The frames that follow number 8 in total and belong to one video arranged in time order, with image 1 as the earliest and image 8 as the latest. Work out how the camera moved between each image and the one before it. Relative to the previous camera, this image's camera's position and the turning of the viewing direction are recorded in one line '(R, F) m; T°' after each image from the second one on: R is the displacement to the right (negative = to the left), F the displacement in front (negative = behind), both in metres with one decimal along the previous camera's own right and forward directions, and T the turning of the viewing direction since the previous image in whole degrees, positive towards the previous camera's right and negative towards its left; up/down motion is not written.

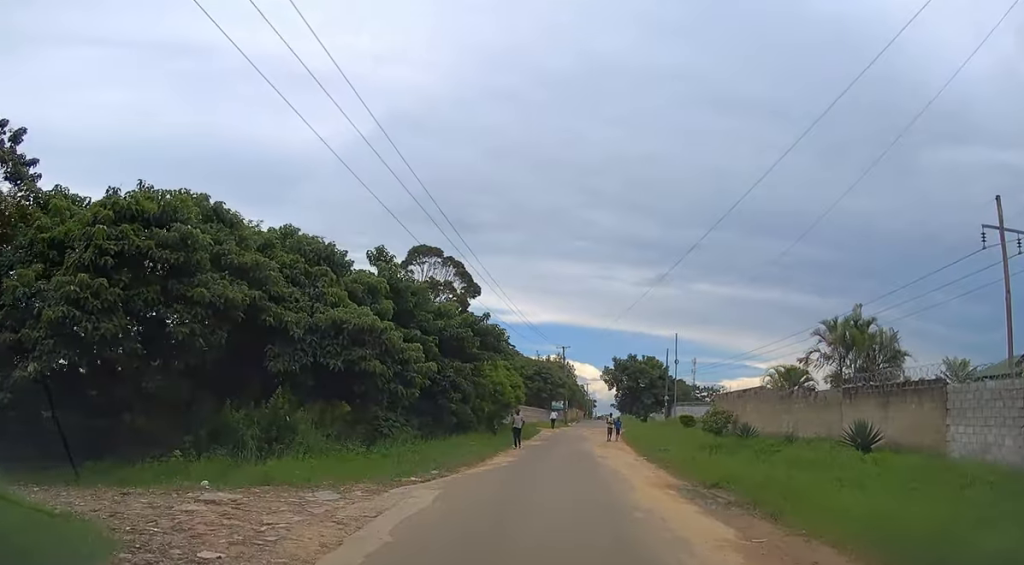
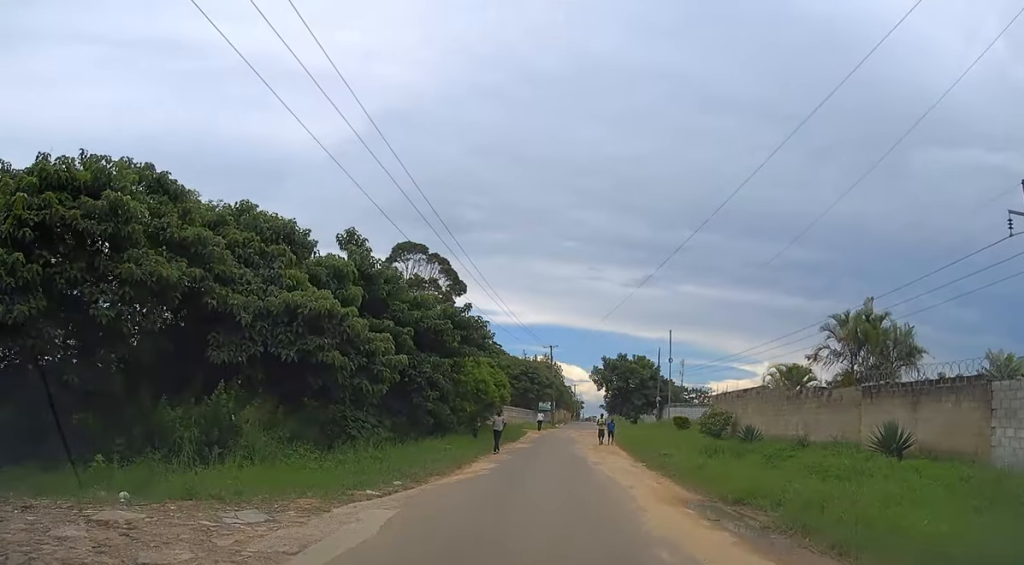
(0.0, +2.8) m; 0°
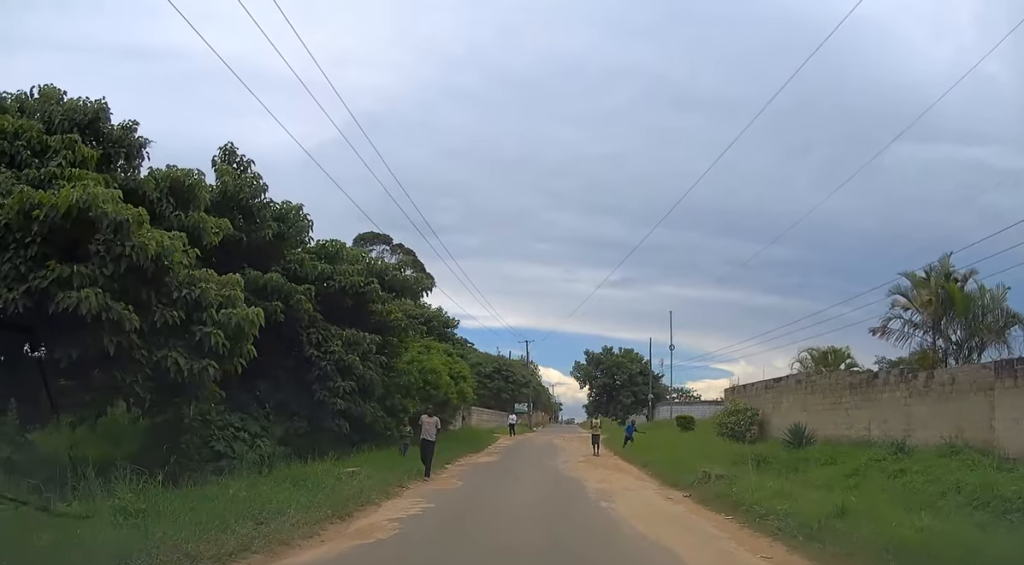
(0.0, +9.0) m; 0°
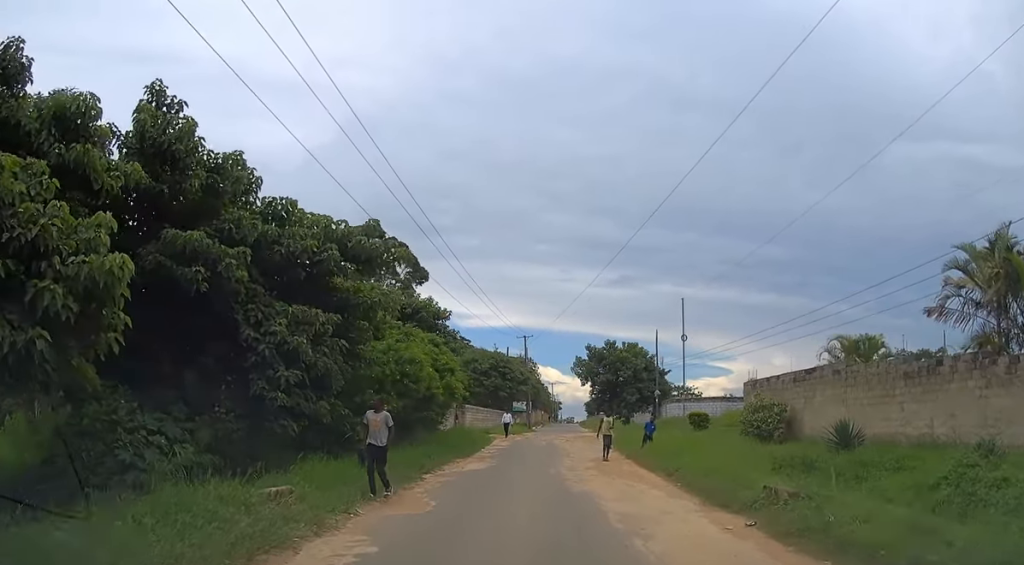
(0.0, +3.8) m; 0°
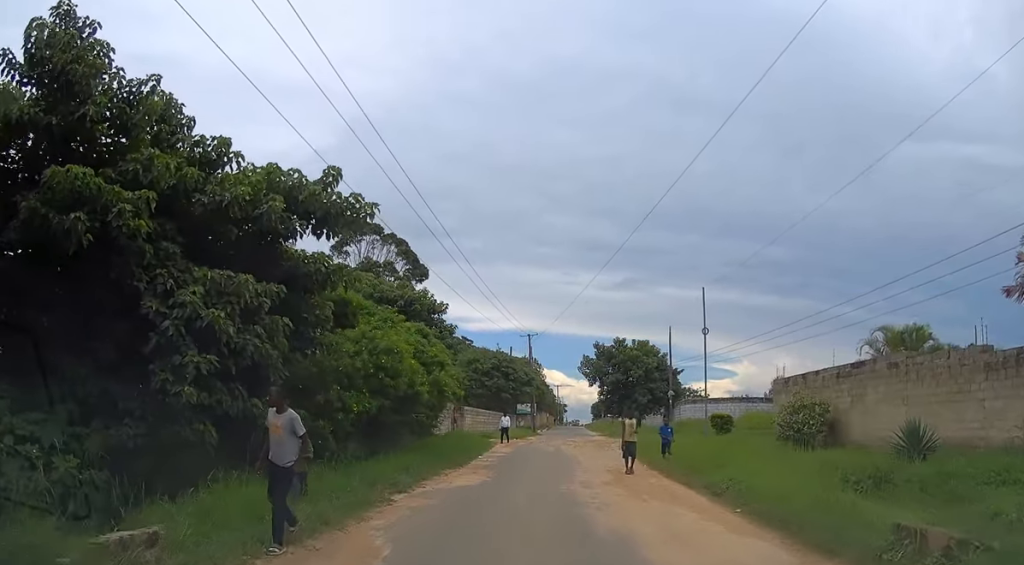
(0.0, +3.8) m; 0°
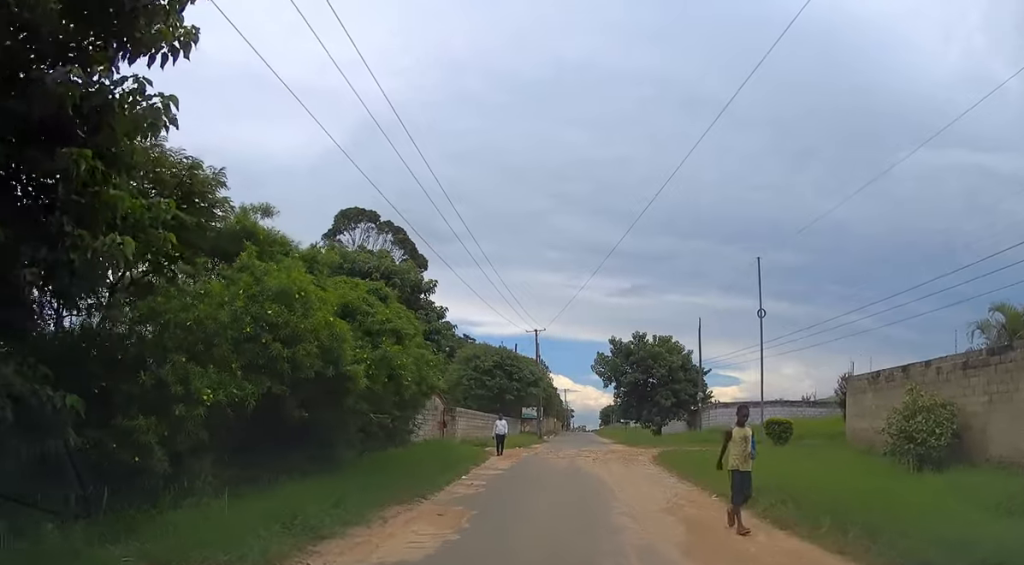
(0.0, +7.7) m; 0°
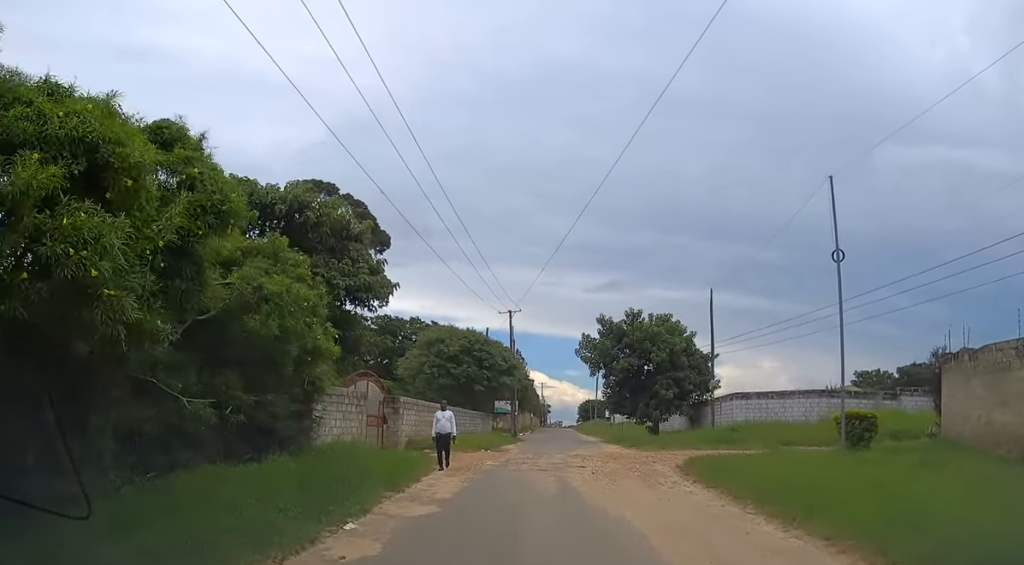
(0.0, +9.1) m; +1°
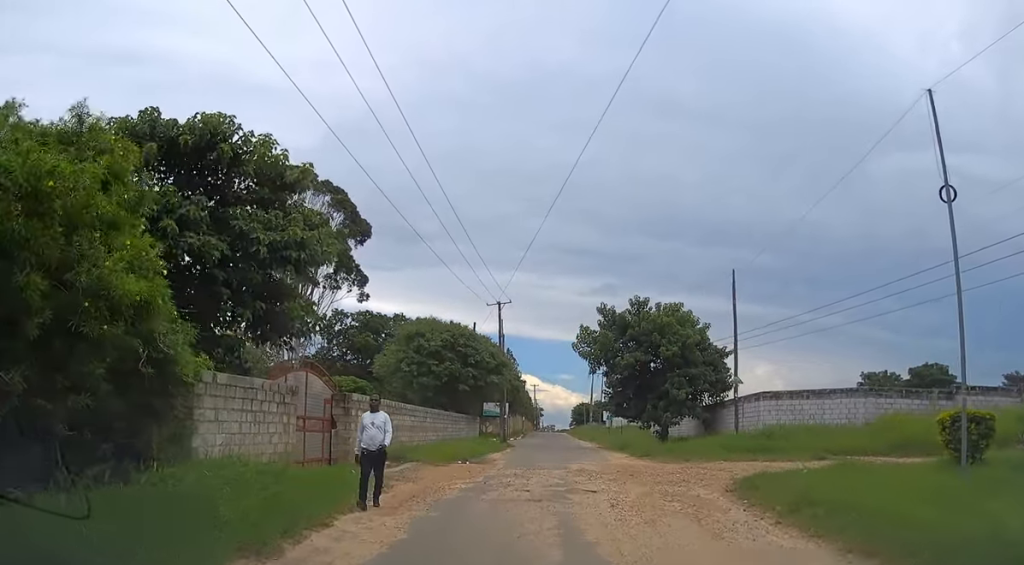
(+0.1, +5.8) m; +2°
